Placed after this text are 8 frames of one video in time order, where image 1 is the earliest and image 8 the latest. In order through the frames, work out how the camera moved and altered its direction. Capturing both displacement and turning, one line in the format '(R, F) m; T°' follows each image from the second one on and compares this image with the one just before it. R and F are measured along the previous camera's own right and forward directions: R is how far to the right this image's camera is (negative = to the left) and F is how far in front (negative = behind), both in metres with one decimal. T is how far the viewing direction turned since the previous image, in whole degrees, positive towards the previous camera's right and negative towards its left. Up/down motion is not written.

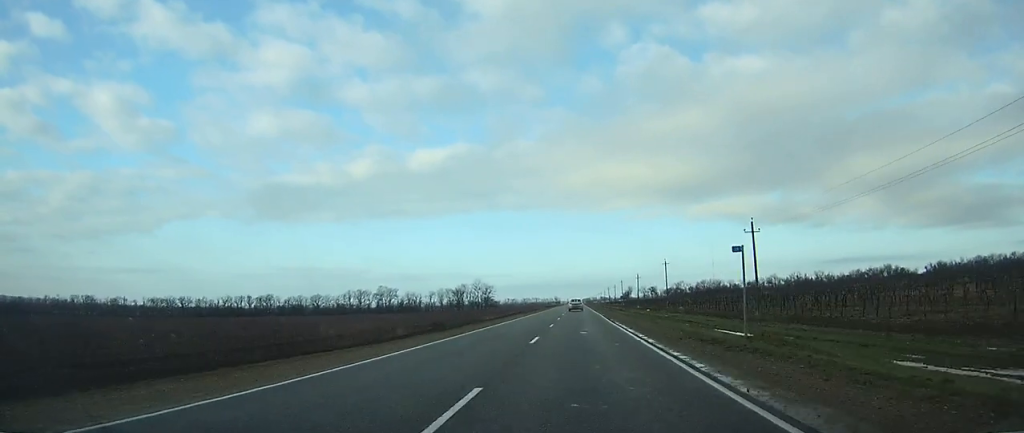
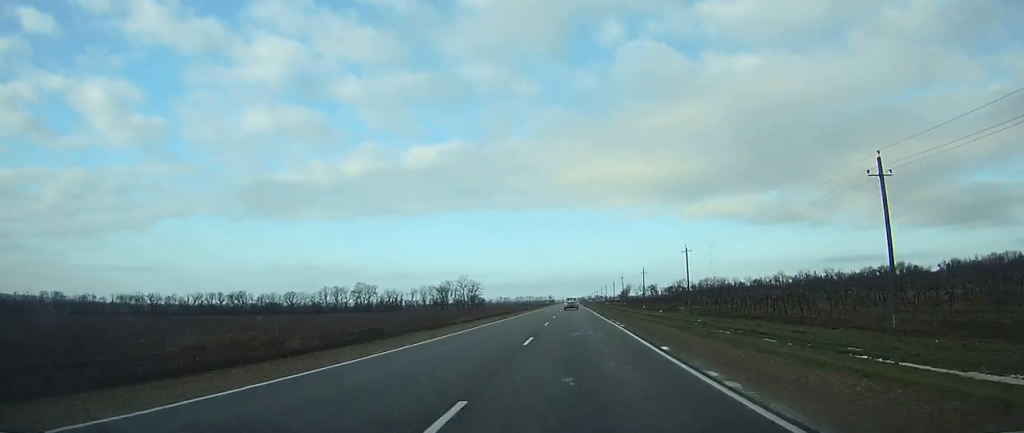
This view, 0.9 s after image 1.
(+0.1, +25.1) m; 0°
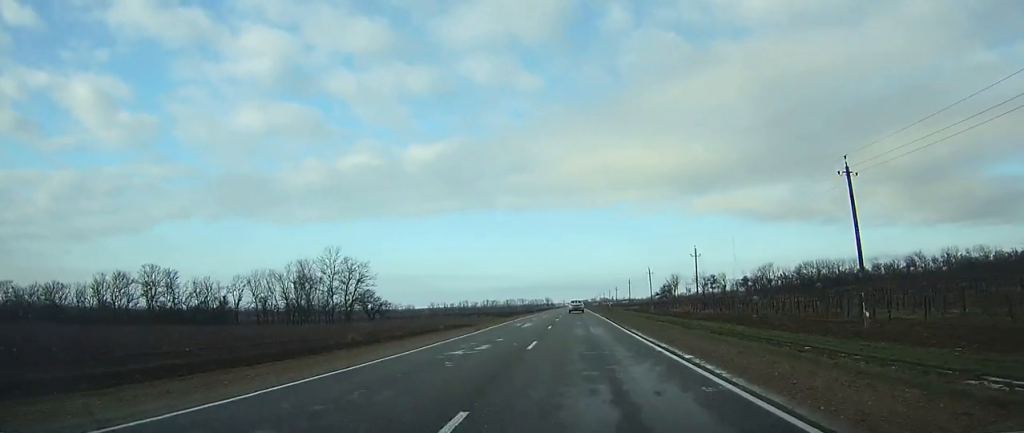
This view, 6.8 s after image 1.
(+0.5, +156.6) m; 0°
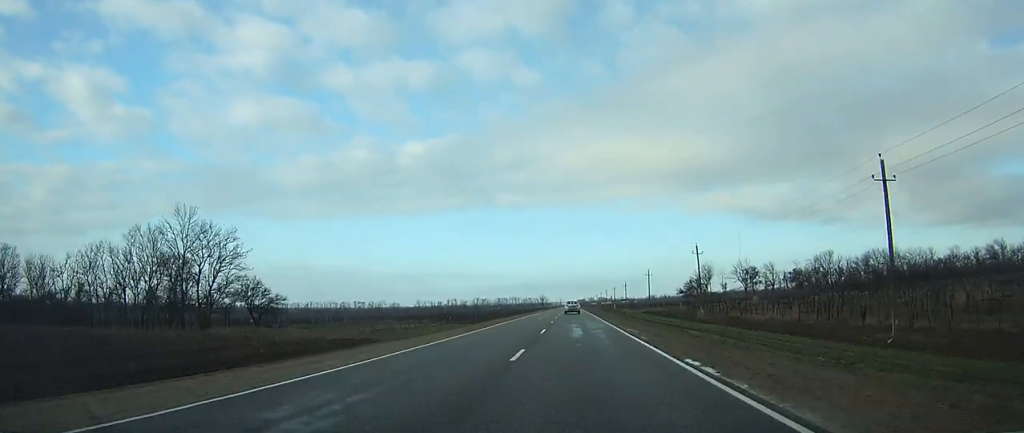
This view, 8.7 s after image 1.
(-0.1, +51.1) m; 0°
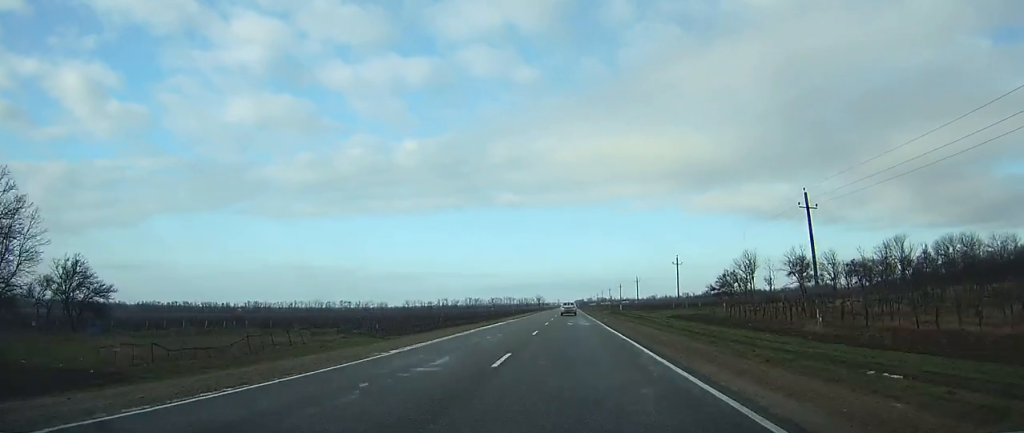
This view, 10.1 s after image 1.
(+0.2, +36.9) m; 0°
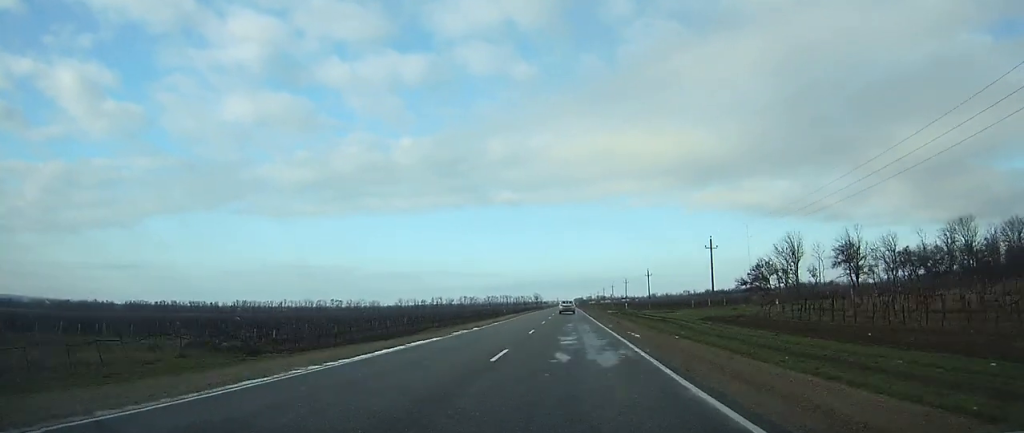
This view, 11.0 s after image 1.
(-0.1, +22.8) m; 0°
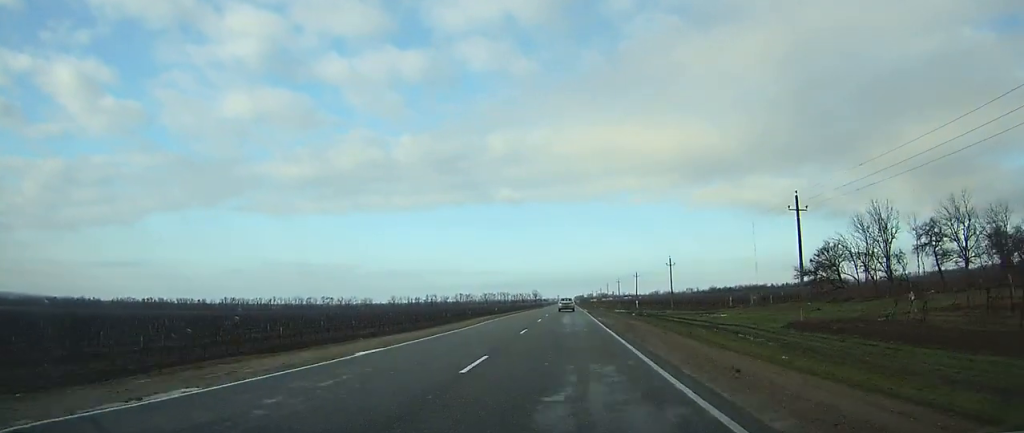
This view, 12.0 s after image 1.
(-0.1, +26.2) m; 0°
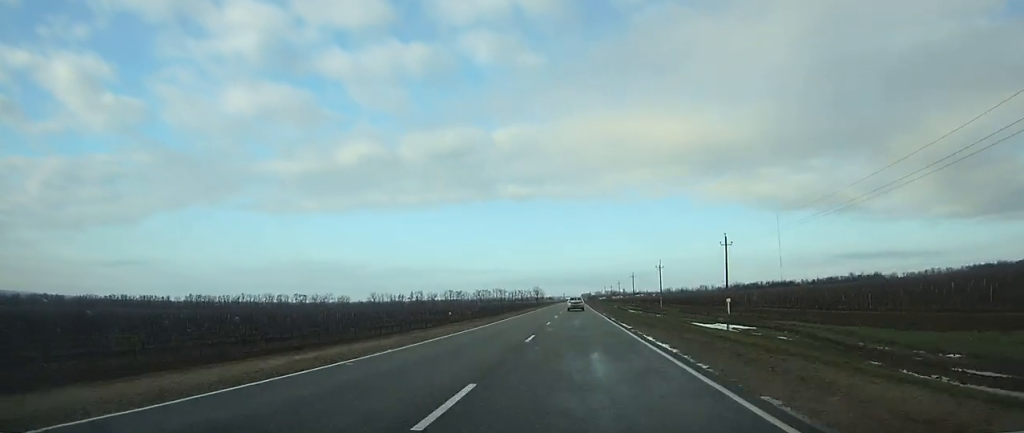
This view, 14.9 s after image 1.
(-0.1, +76.4) m; 0°
